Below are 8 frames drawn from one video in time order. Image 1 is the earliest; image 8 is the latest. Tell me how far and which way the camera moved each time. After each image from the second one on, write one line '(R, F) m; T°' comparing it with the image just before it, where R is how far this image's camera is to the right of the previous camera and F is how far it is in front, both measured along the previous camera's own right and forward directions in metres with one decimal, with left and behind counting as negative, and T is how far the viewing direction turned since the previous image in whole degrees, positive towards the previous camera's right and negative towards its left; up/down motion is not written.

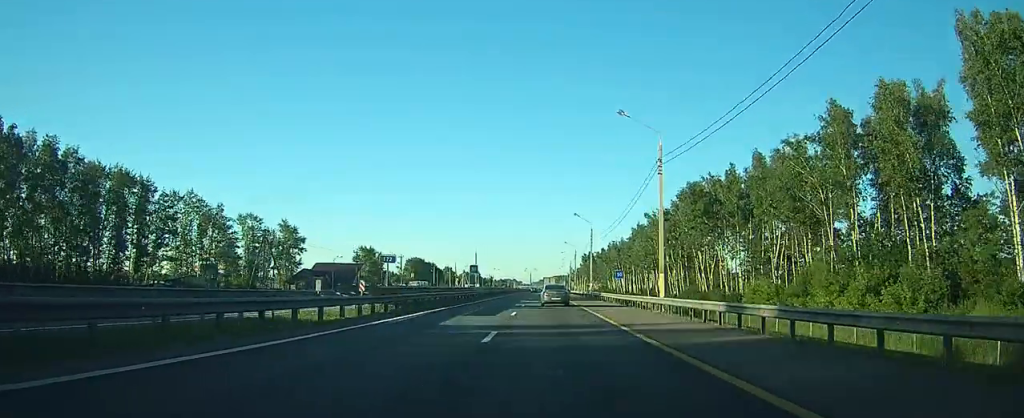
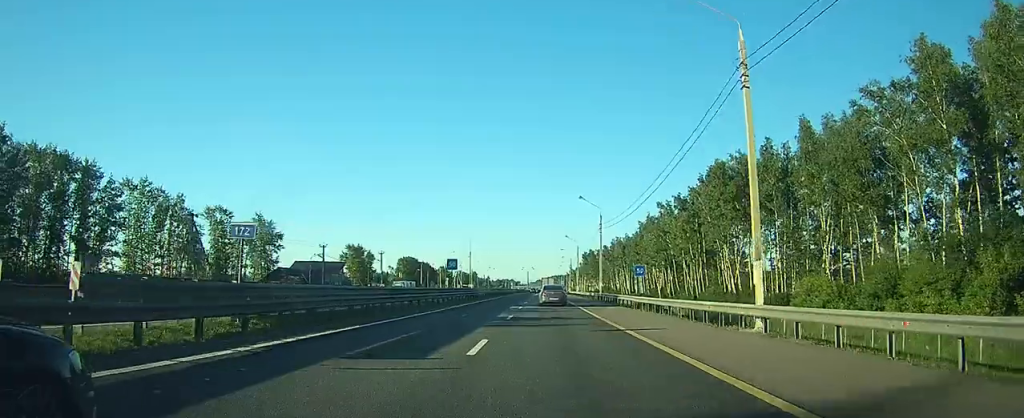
(0.0, +14.2) m; 0°
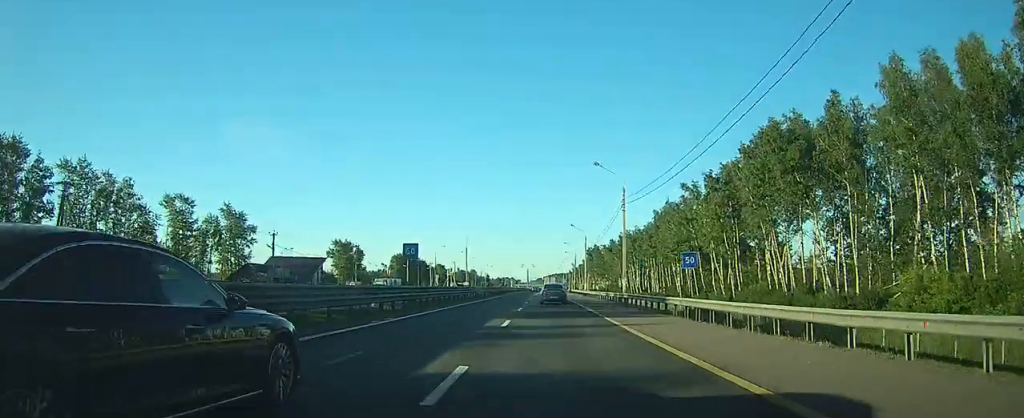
(+0.1, +16.2) m; 0°
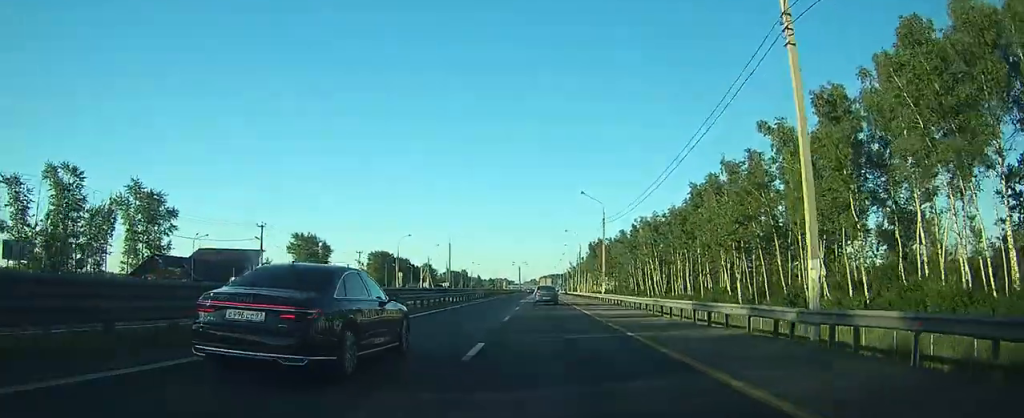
(+0.2, +31.5) m; +1°
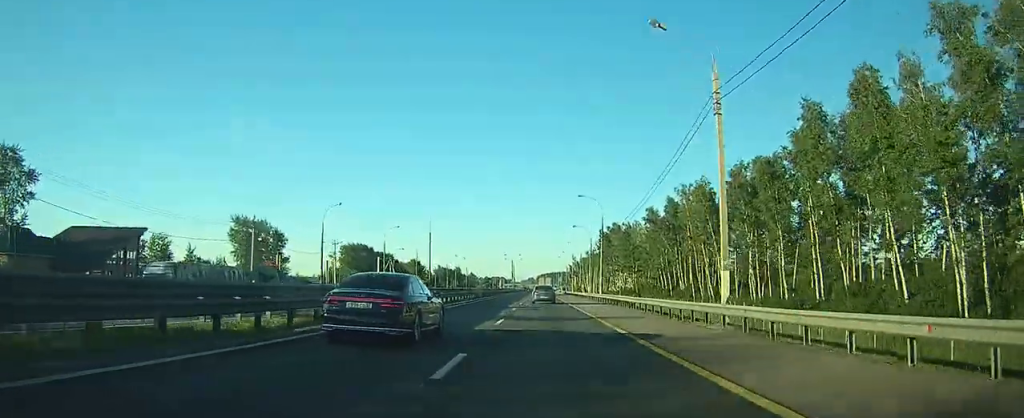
(+0.1, +37.6) m; 0°
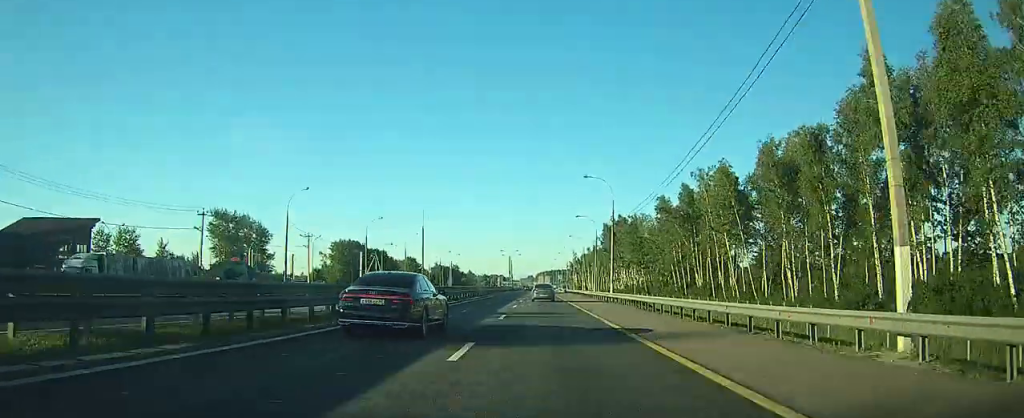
(0.0, +10.2) m; 0°
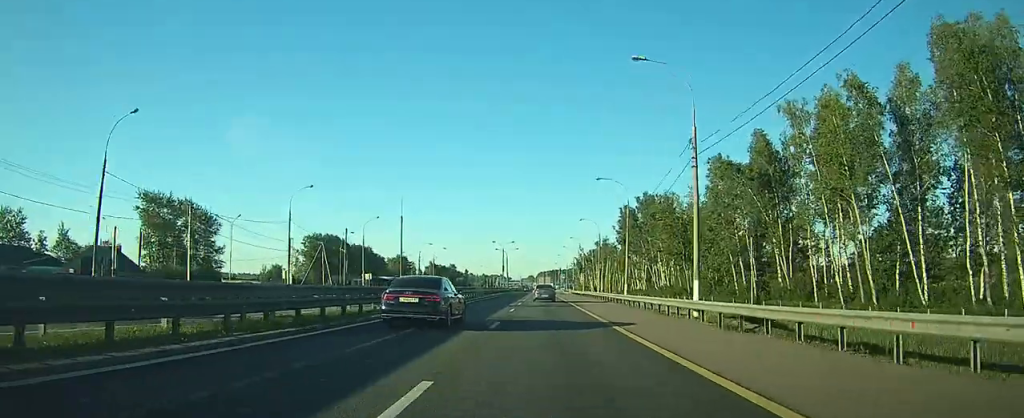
(+0.1, +28.9) m; 0°
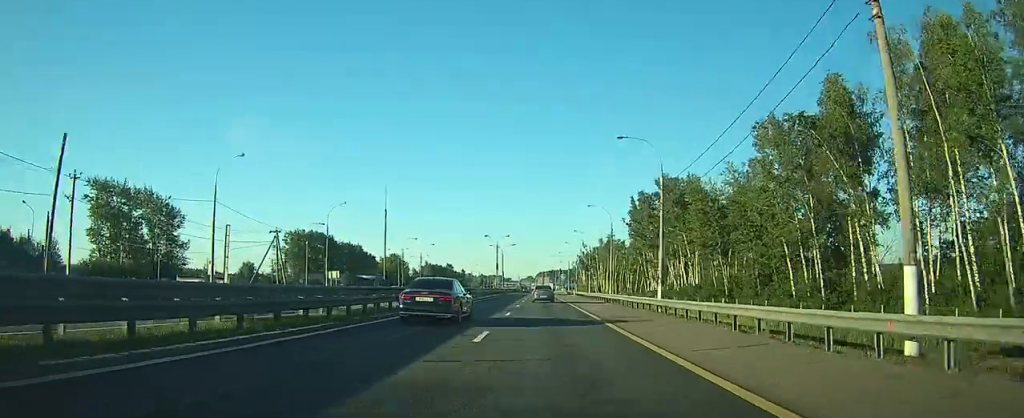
(0.0, +15.2) m; 0°
